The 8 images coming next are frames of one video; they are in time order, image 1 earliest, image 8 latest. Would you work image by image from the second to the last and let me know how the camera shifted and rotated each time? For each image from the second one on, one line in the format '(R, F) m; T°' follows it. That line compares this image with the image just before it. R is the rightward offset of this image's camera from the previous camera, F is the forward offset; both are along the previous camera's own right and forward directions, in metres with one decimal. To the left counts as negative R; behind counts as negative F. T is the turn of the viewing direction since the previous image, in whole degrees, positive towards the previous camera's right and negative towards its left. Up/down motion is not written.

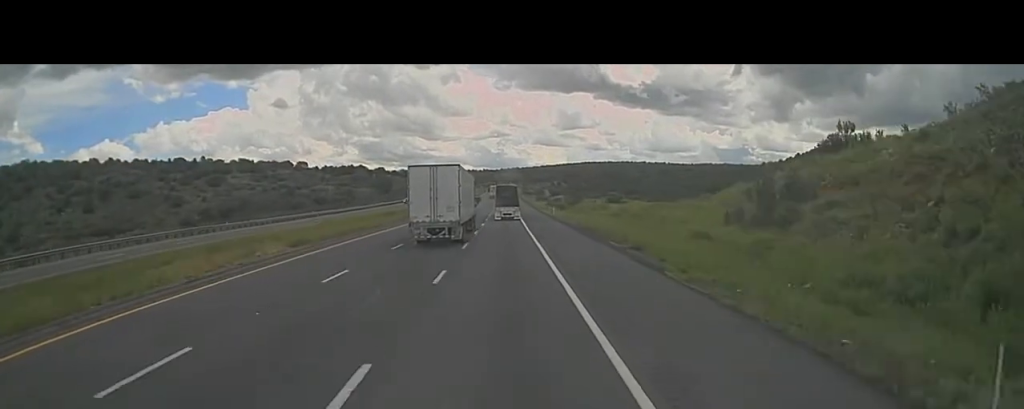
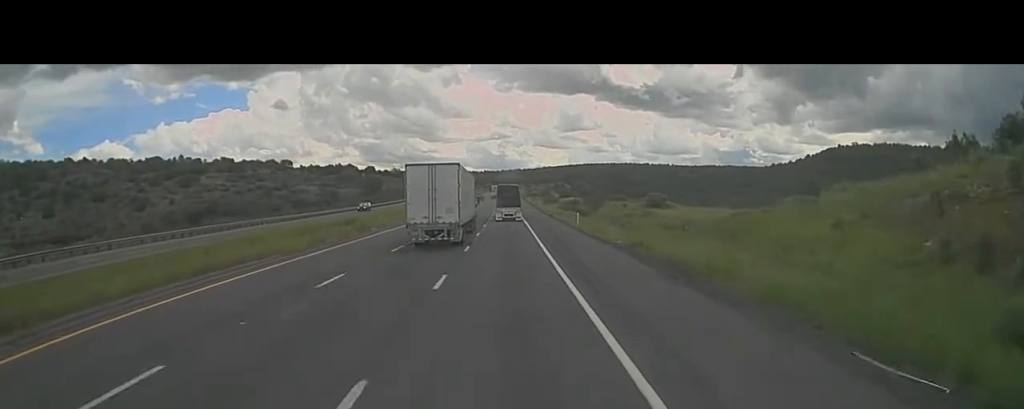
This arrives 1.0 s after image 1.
(+0.4, +25.8) m; 0°
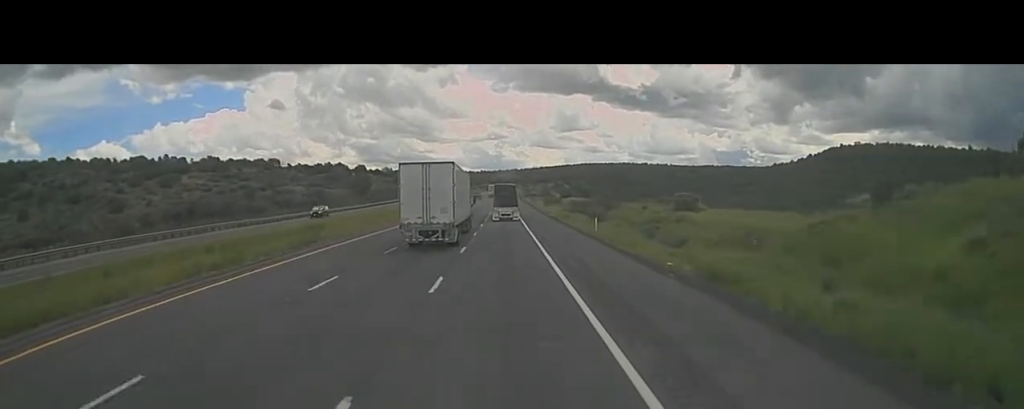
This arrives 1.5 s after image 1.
(-0.2, +12.5) m; 0°
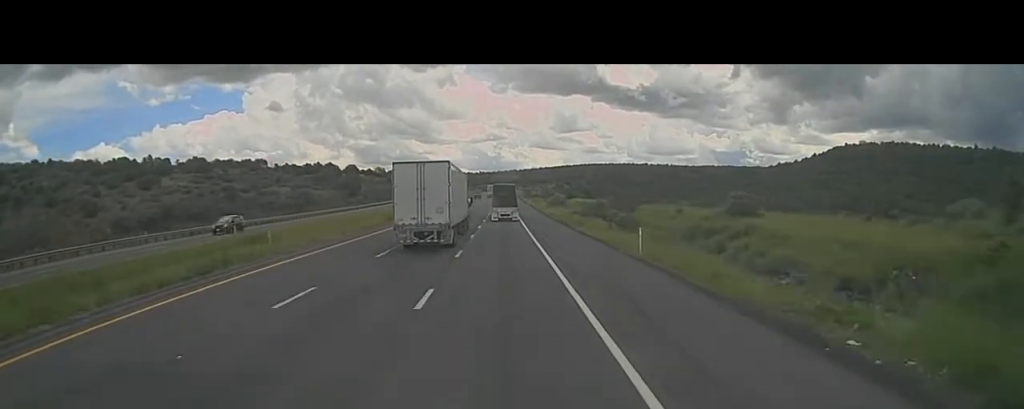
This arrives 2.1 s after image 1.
(-0.3, +14.2) m; 0°
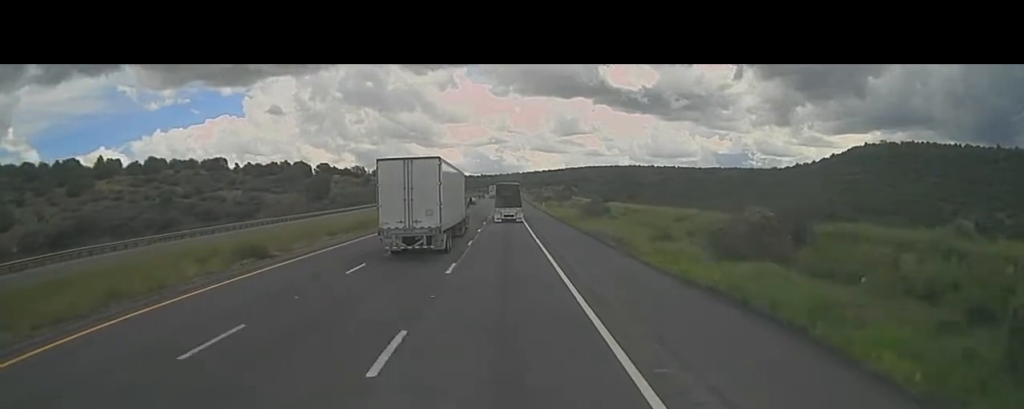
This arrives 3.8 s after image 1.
(+0.2, +41.8) m; -1°
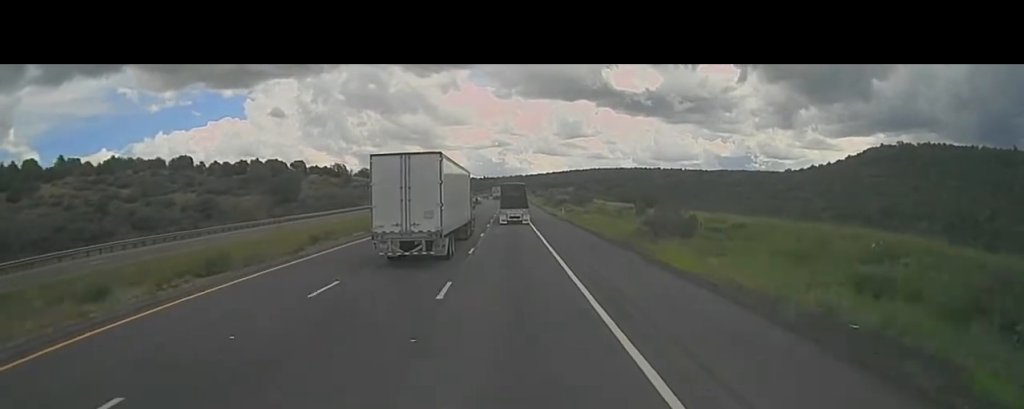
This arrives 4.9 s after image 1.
(-0.1, +29.6) m; +1°
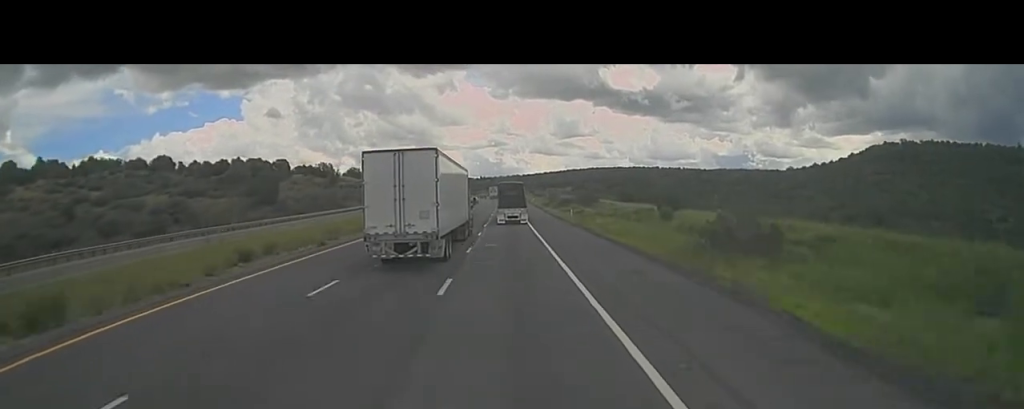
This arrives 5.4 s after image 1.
(+0.1, +12.7) m; 0°
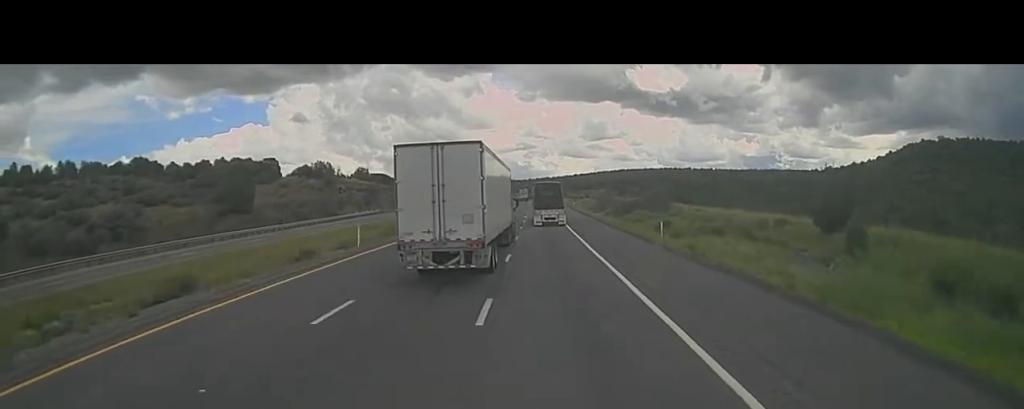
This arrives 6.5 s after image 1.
(-0.2, +27.1) m; -2°
